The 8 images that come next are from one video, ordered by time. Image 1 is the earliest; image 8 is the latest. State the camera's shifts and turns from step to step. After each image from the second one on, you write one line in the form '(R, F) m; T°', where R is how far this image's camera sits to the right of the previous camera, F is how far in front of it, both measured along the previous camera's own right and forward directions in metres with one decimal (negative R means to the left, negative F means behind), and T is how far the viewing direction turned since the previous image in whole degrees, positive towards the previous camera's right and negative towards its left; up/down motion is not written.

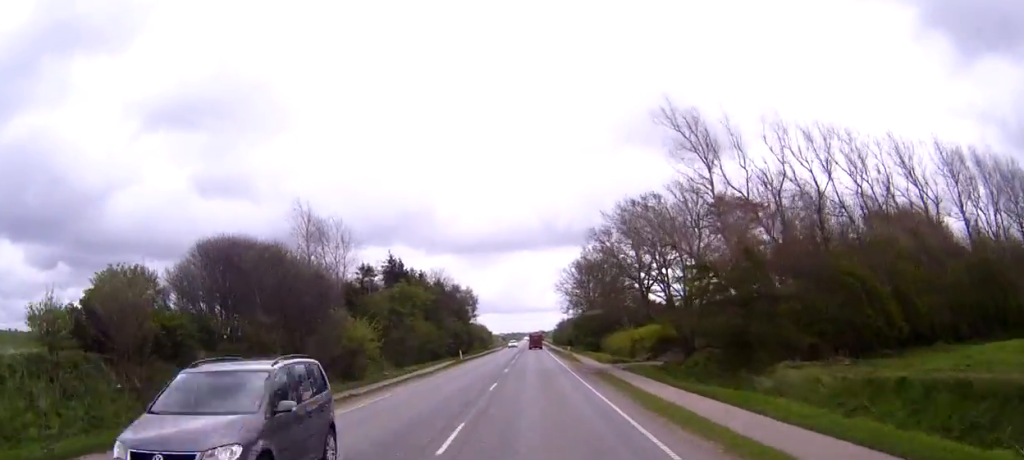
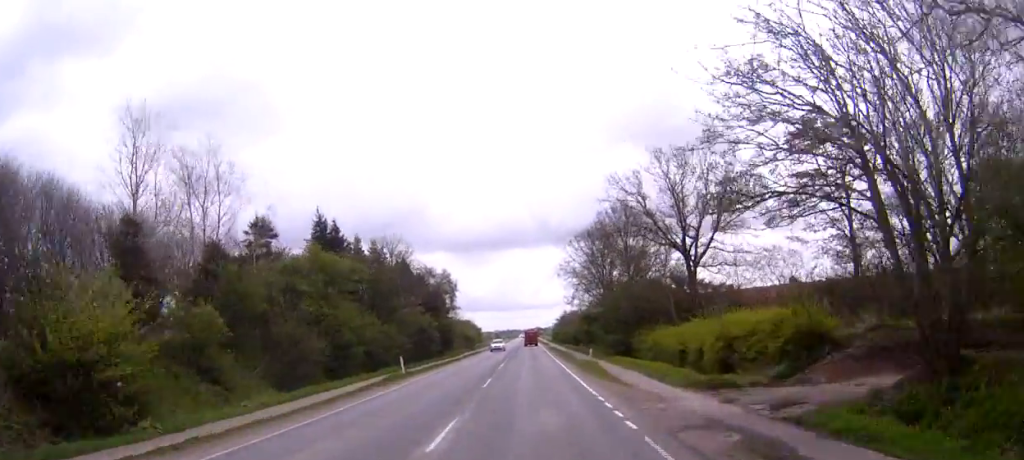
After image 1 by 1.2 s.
(+0.1, +29.6) m; 0°
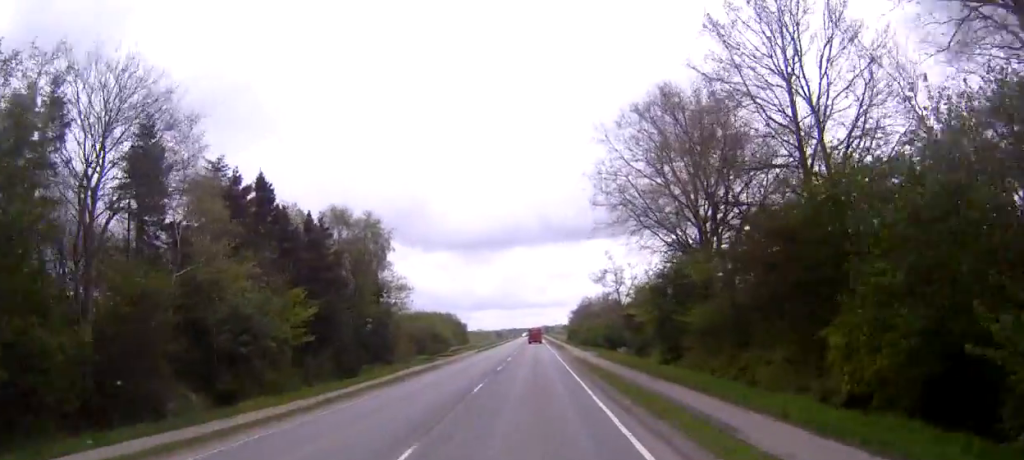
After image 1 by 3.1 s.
(+0.4, +49.3) m; 0°
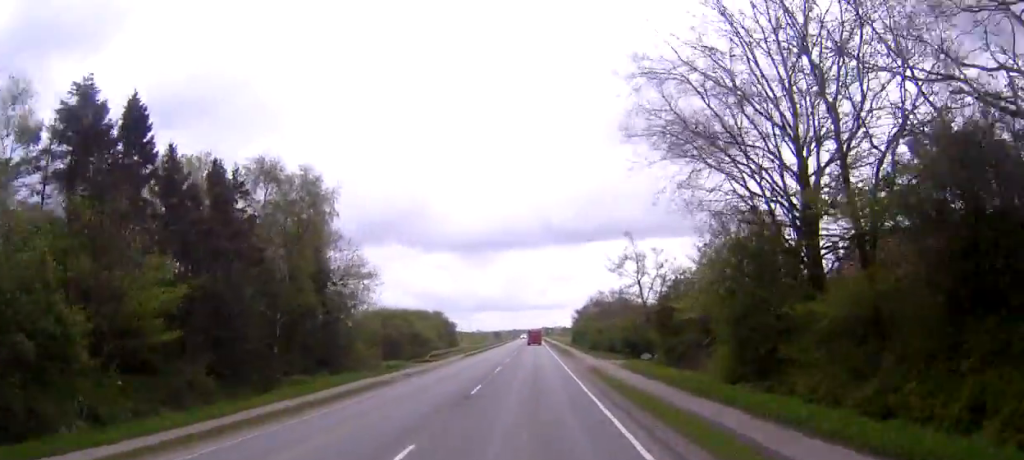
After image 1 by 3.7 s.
(0.0, +15.3) m; 0°
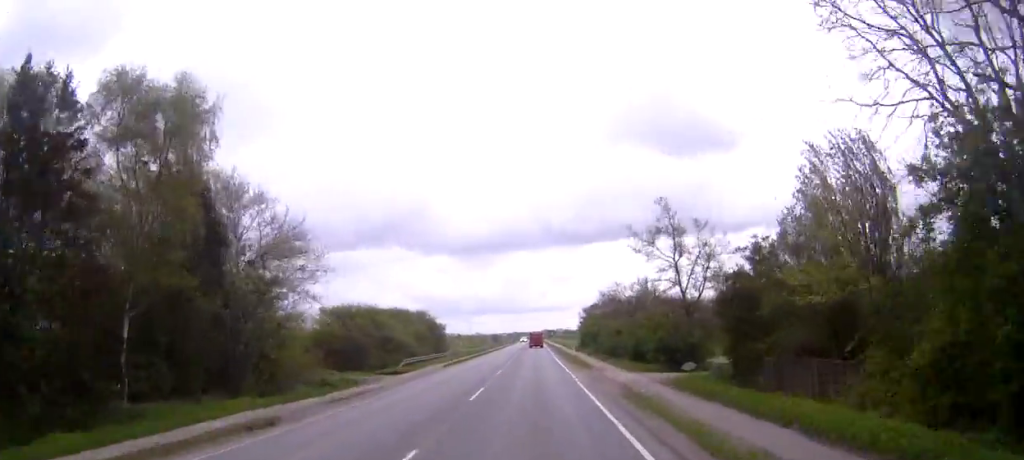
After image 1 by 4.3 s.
(-0.1, +15.2) m; 0°
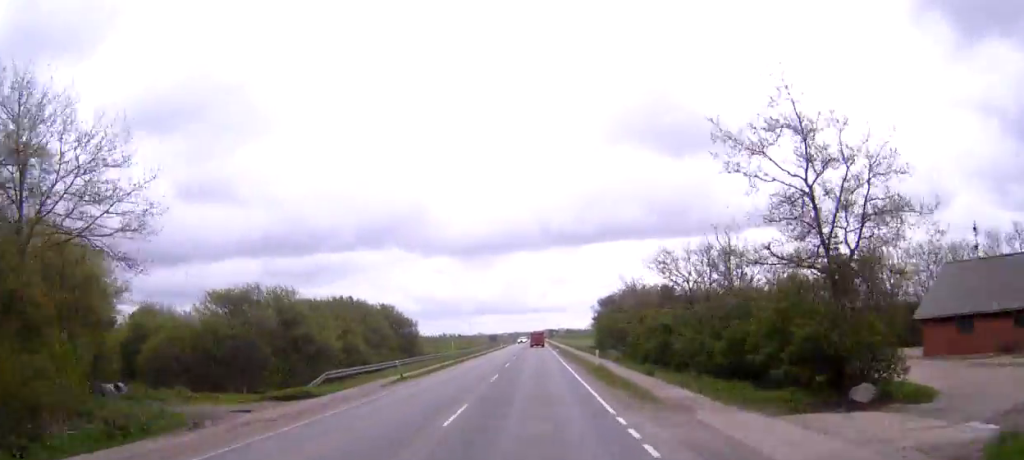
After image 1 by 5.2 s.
(0.0, +22.0) m; 0°
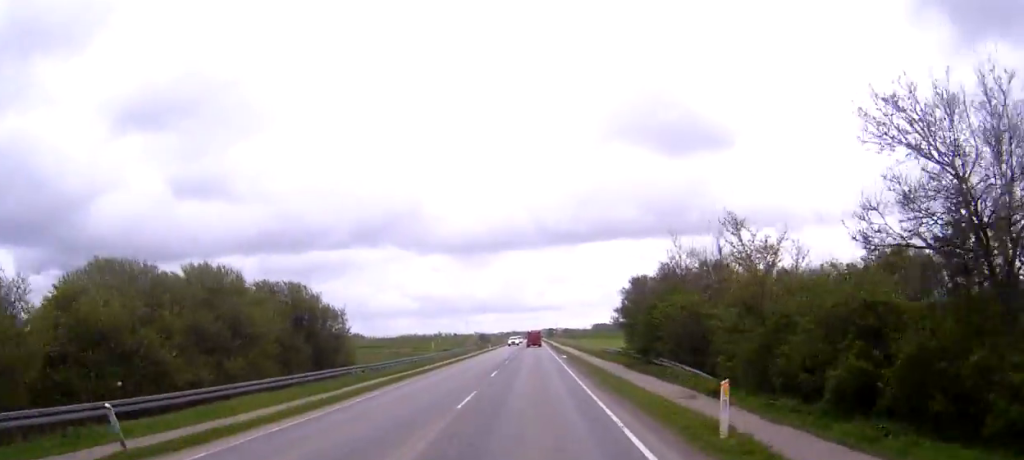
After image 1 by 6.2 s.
(0.0, +26.4) m; 0°
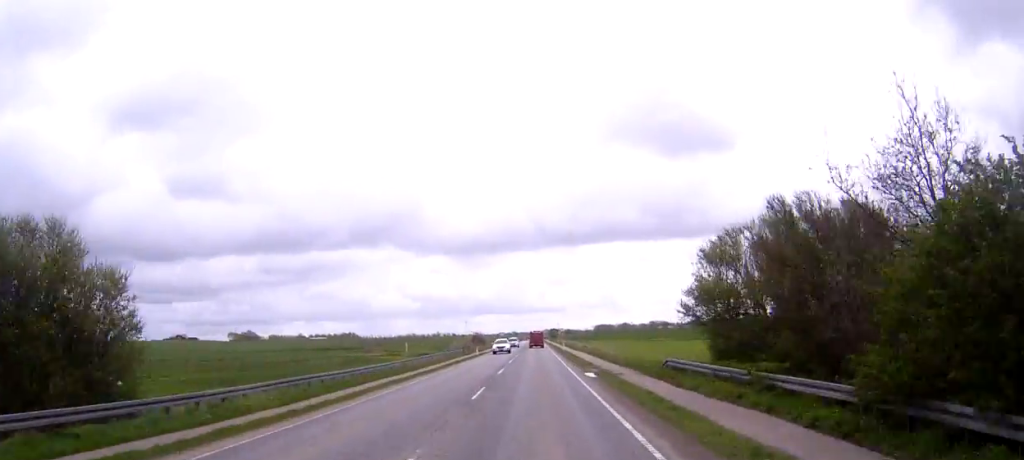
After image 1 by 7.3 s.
(-0.1, +27.4) m; 0°
